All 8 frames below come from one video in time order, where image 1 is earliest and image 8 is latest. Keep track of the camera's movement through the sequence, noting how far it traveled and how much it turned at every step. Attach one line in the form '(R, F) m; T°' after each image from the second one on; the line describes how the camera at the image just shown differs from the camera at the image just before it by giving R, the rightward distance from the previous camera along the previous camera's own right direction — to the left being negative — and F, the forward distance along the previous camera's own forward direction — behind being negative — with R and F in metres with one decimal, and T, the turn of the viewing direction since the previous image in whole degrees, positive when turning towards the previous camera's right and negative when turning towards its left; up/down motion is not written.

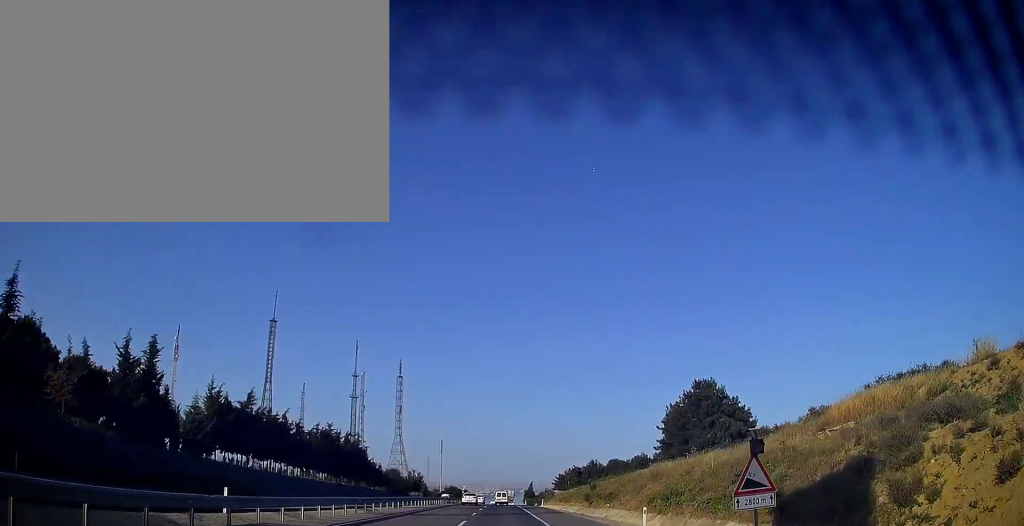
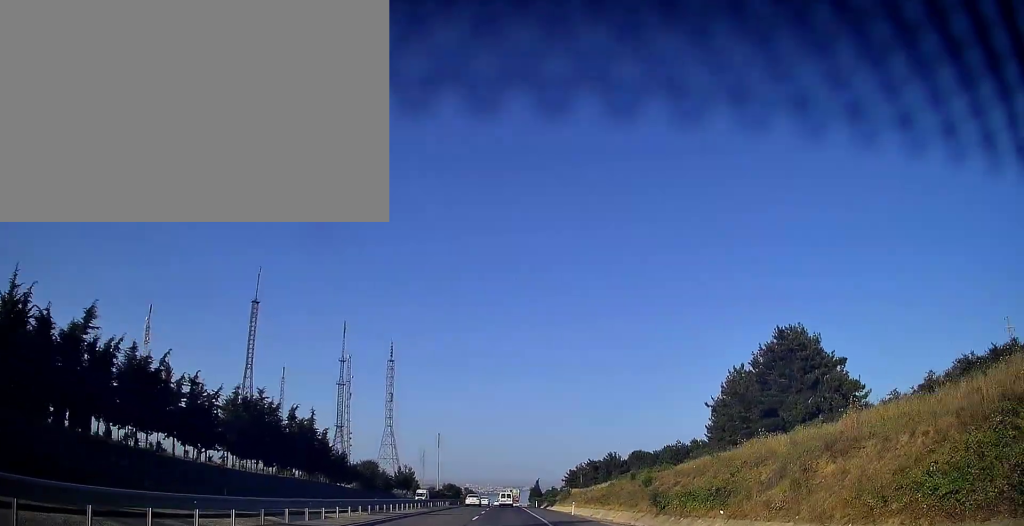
(0.0, +28.1) m; 0°
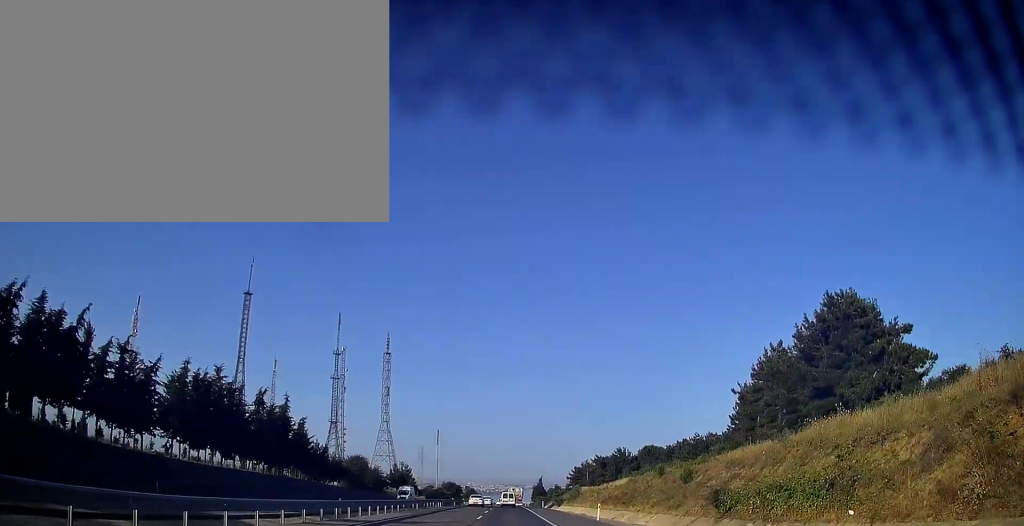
(0.0, +10.7) m; 0°
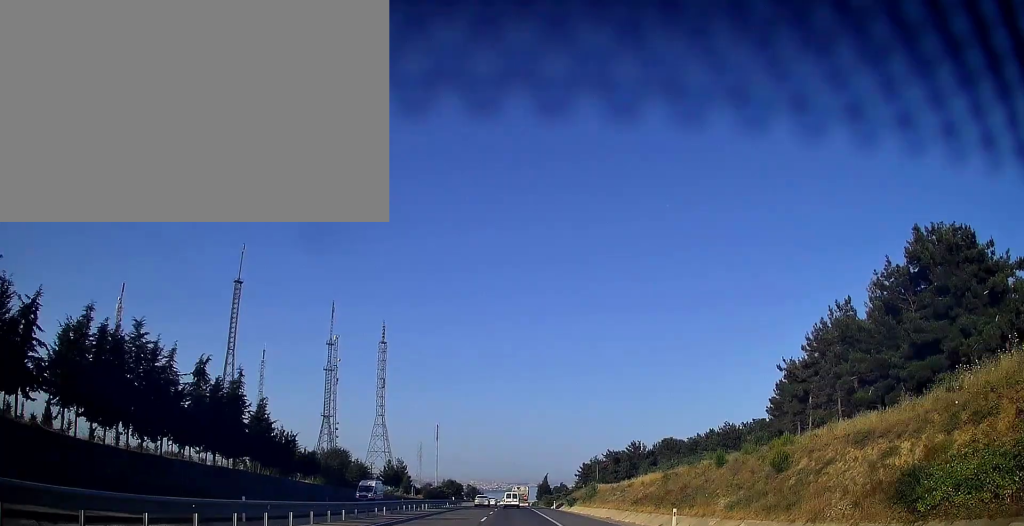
(0.0, +13.9) m; 0°
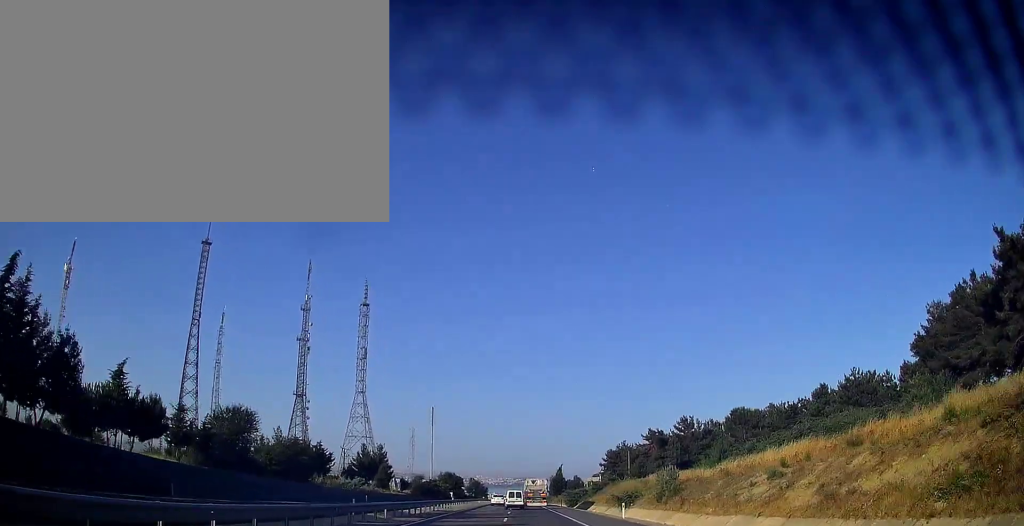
(-0.2, +36.9) m; -1°
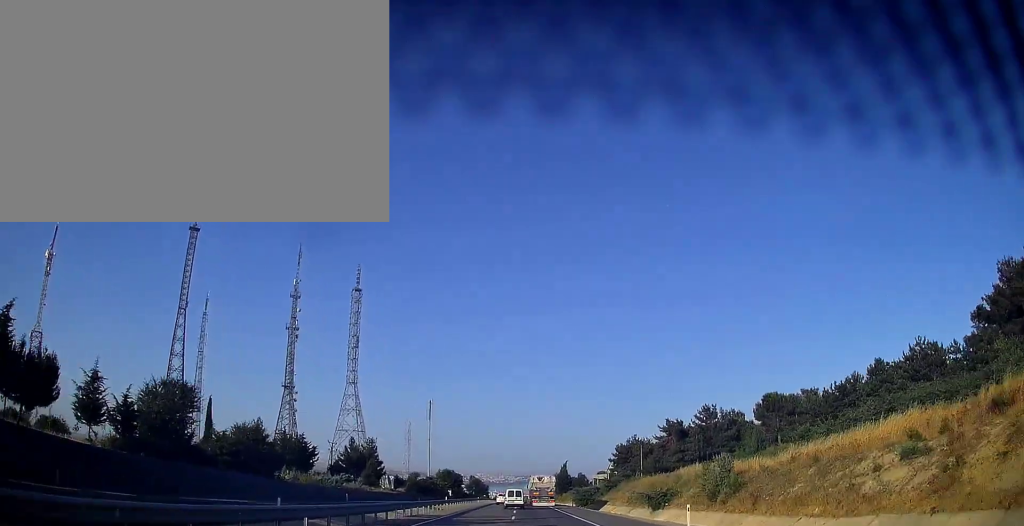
(-0.1, +11.4) m; 0°
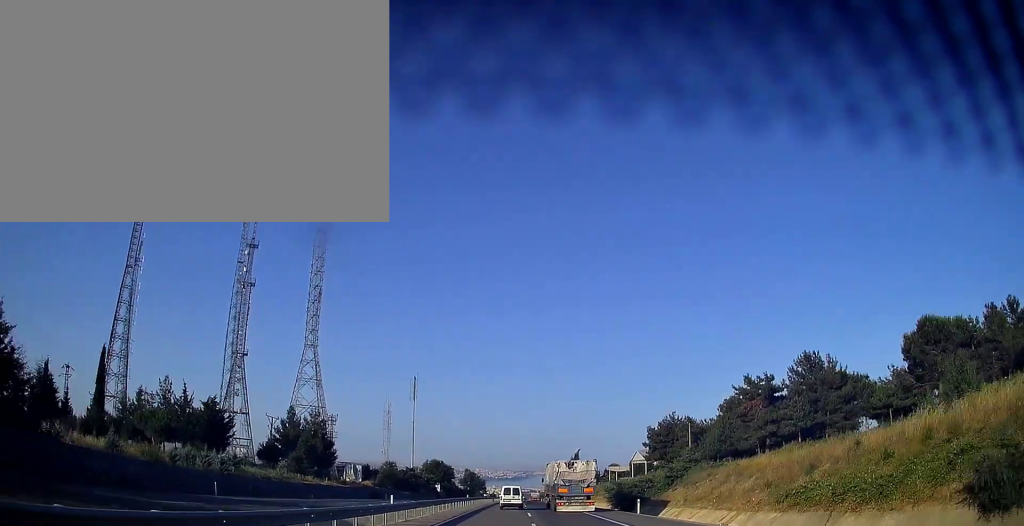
(+0.1, +34.4) m; 0°
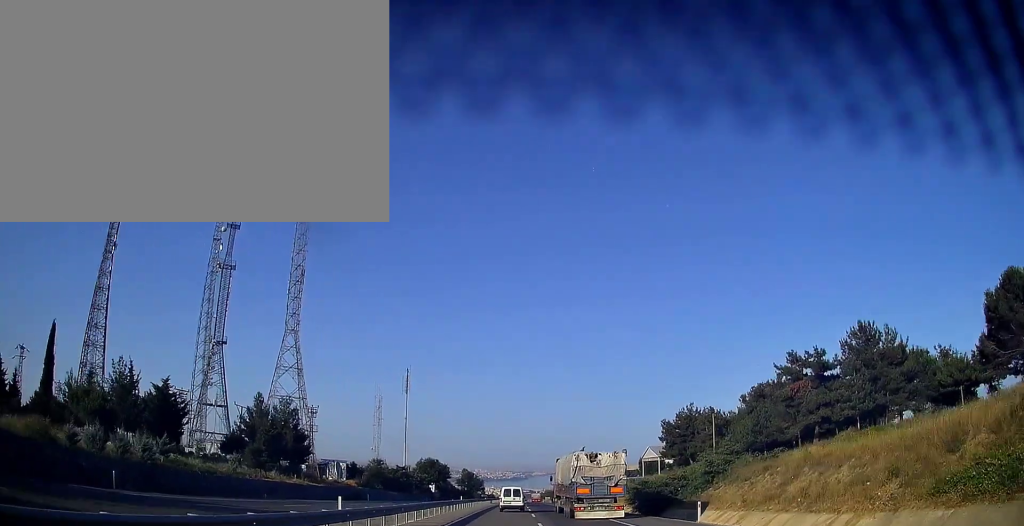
(0.0, +11.5) m; 0°
